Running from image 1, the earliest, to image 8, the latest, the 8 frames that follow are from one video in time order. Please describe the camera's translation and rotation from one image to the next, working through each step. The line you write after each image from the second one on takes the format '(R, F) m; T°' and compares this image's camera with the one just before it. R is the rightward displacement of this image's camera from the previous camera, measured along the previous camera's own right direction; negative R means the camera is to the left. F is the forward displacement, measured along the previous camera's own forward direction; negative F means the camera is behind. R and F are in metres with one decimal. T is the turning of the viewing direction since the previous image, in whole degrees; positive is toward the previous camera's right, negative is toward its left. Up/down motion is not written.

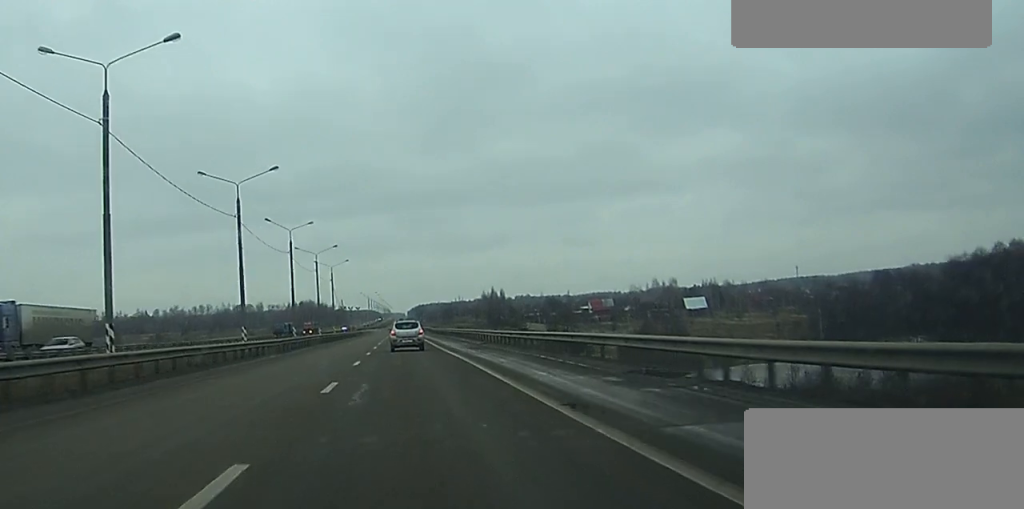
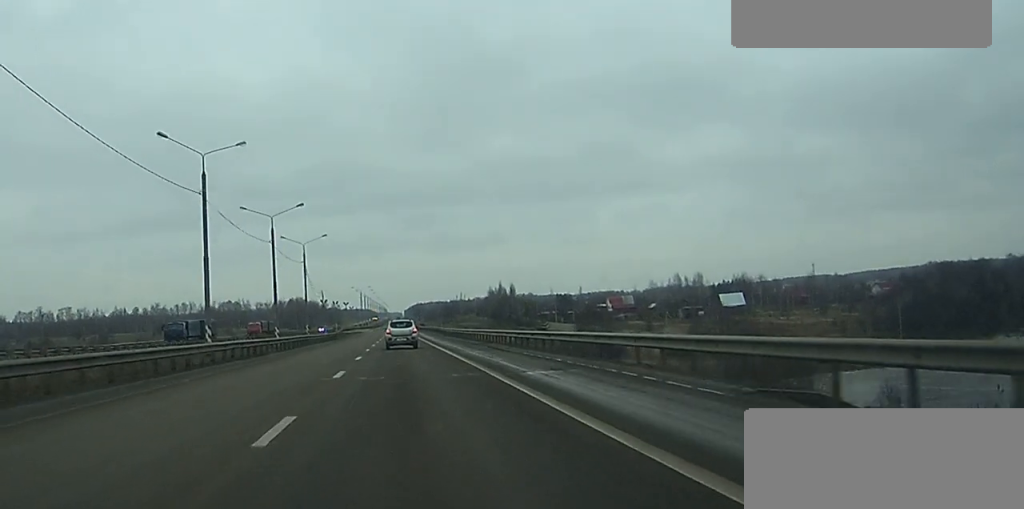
(+0.2, +43.8) m; +1°
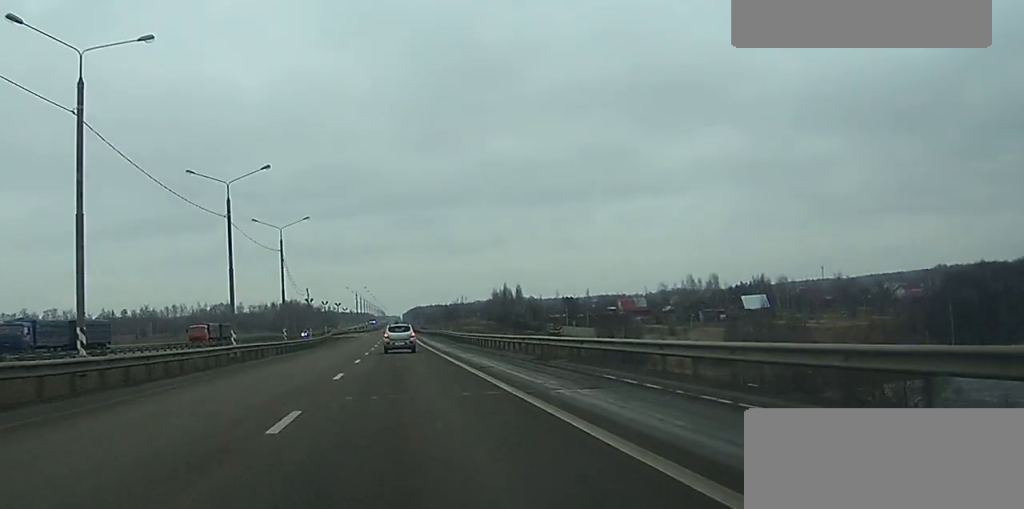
(+0.2, +22.1) m; 0°
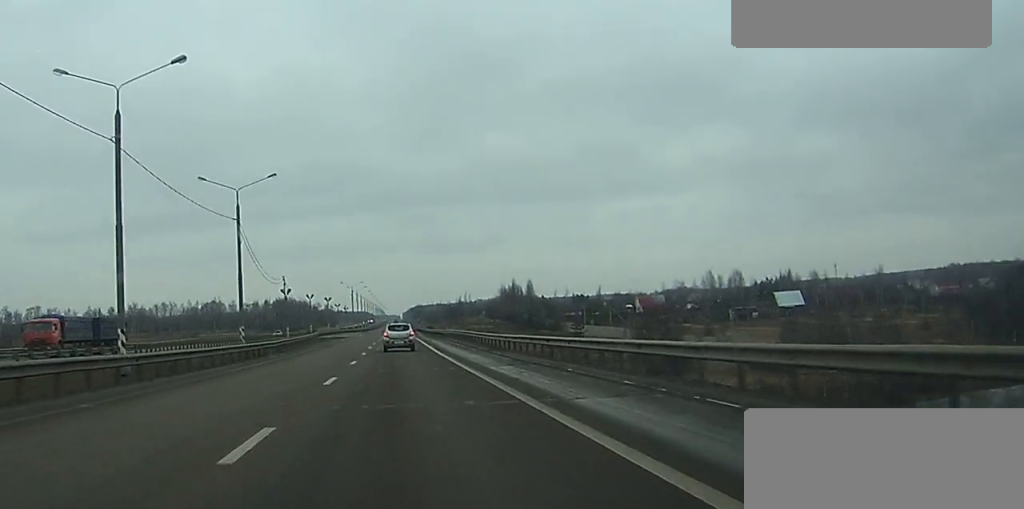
(-0.2, +26.0) m; -1°
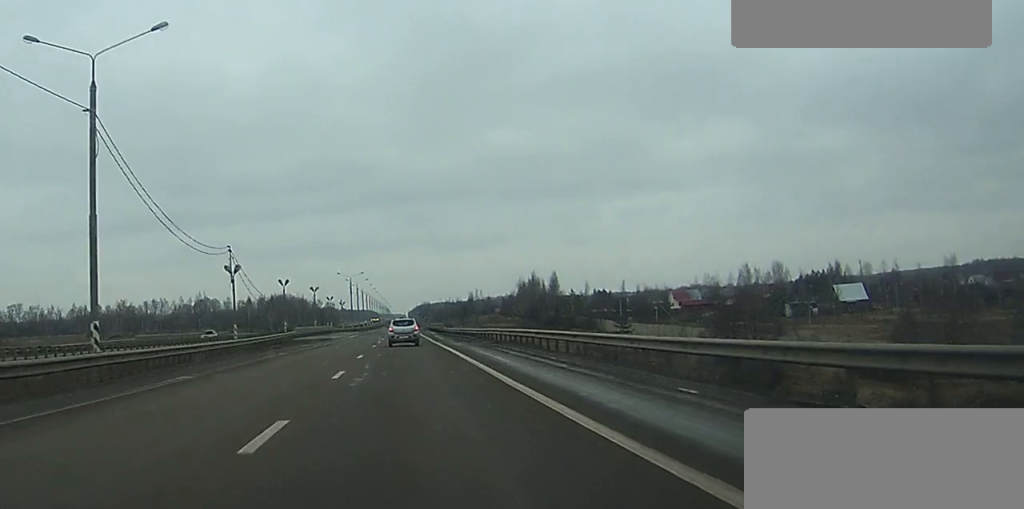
(-0.1, +34.7) m; 0°
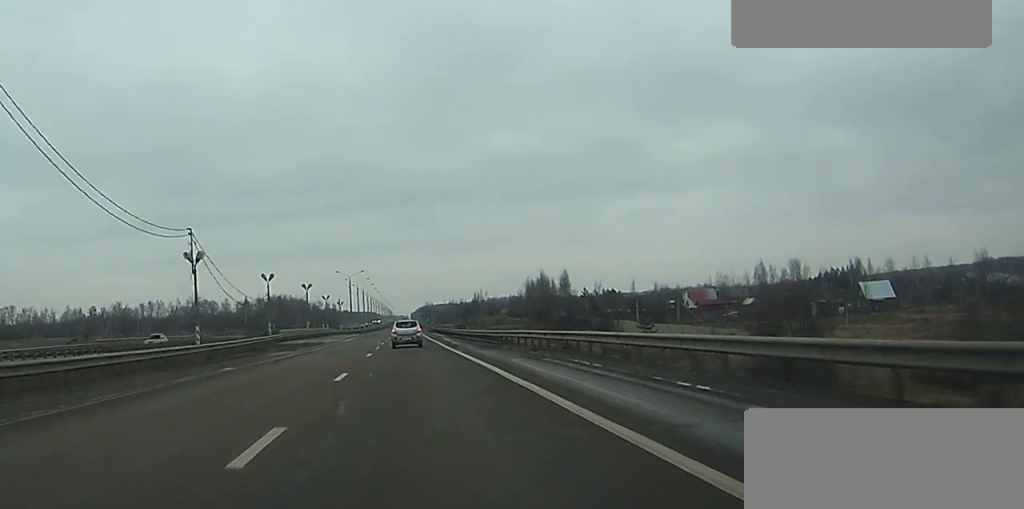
(0.0, +12.9) m; 0°
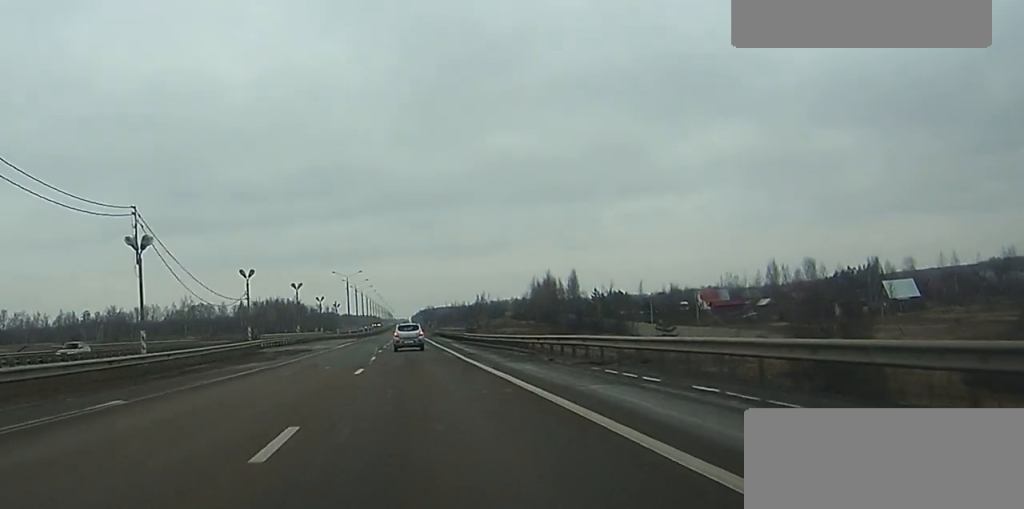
(0.0, +11.2) m; 0°
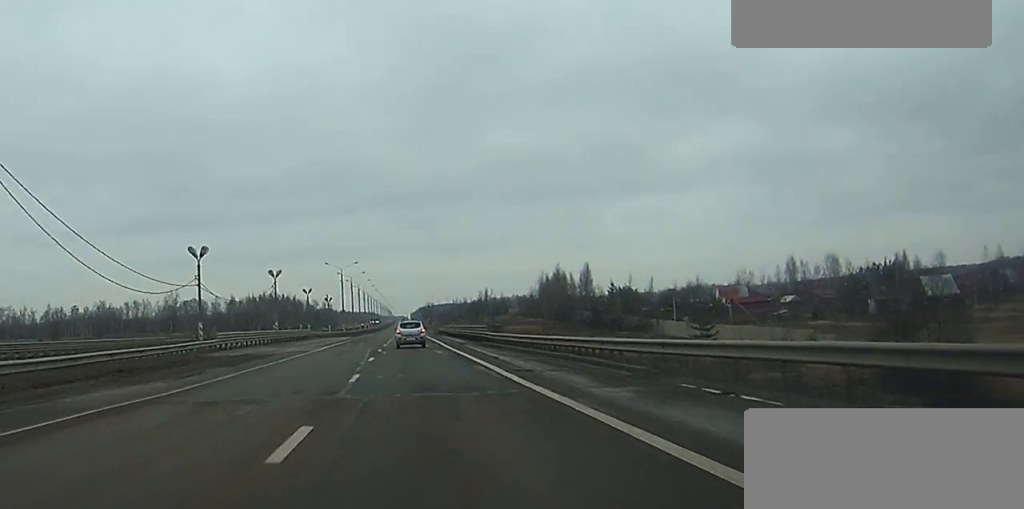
(0.0, +16.8) m; 0°
